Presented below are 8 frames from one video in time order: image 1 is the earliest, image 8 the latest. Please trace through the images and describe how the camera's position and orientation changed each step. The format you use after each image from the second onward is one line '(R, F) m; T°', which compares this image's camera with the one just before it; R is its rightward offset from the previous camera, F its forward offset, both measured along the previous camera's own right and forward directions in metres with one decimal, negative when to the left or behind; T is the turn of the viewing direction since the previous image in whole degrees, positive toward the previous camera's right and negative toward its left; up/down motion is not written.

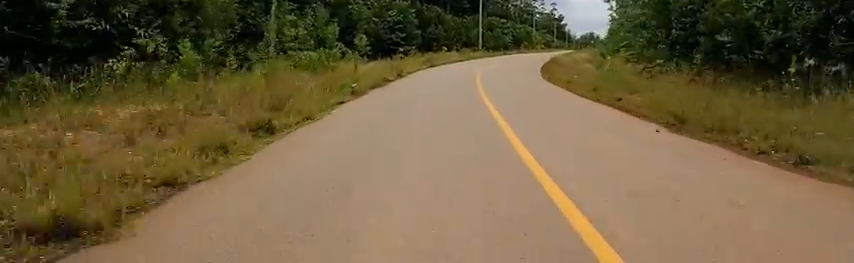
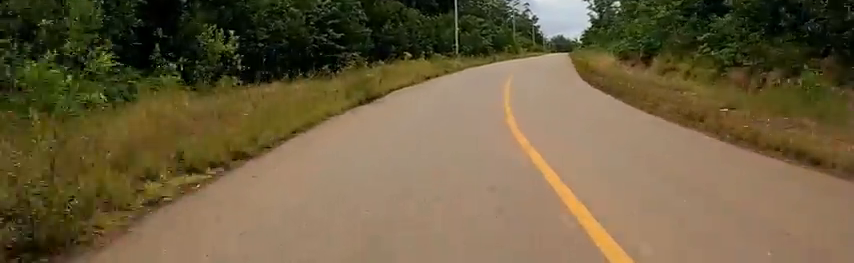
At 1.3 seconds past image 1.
(0.0, +19.7) m; +2°
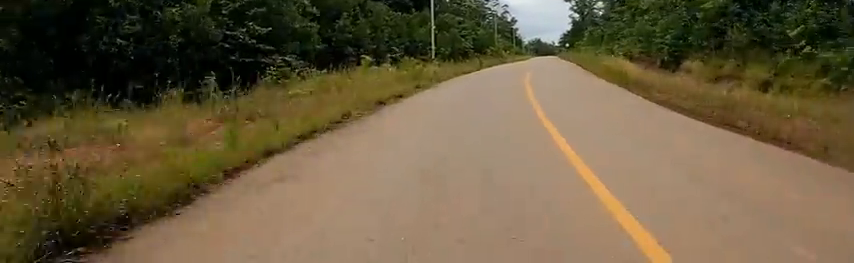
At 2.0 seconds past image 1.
(-0.4, +10.0) m; +5°
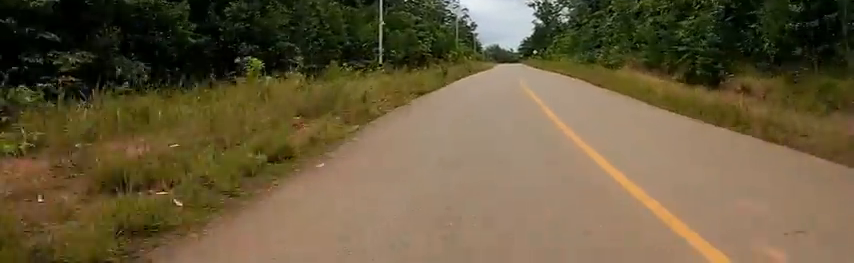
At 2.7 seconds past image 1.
(+1.3, +10.5) m; +6°
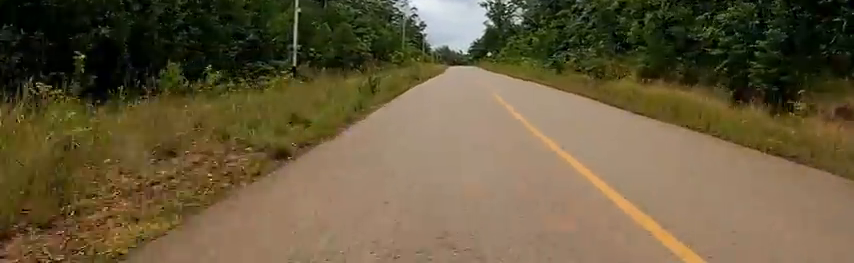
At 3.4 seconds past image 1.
(+0.4, +9.5) m; +3°
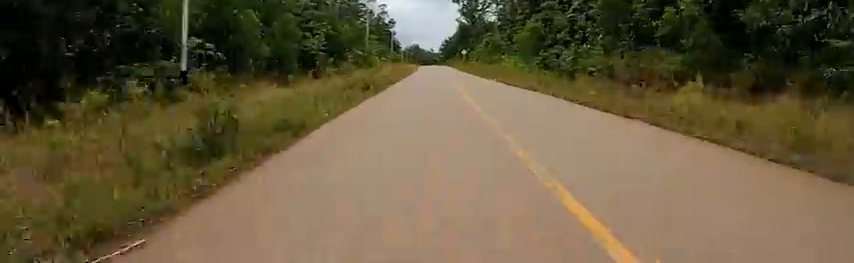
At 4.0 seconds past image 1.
(0.0, +8.9) m; +1°
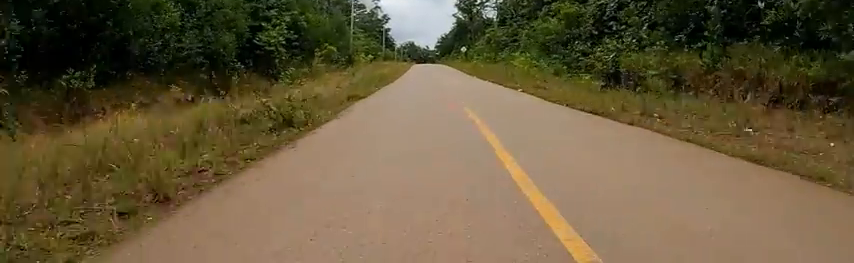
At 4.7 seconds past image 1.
(+0.1, +9.8) m; +3°
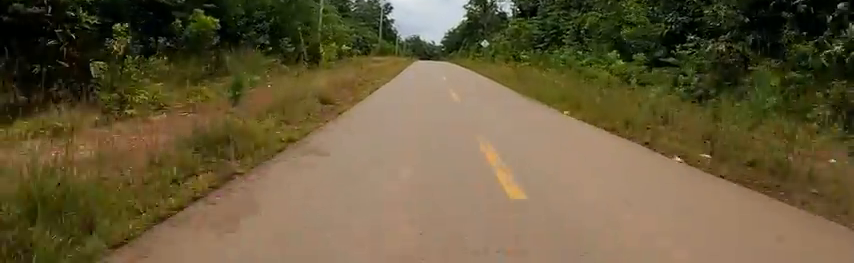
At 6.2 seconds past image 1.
(+0.5, +20.0) m; -5°
